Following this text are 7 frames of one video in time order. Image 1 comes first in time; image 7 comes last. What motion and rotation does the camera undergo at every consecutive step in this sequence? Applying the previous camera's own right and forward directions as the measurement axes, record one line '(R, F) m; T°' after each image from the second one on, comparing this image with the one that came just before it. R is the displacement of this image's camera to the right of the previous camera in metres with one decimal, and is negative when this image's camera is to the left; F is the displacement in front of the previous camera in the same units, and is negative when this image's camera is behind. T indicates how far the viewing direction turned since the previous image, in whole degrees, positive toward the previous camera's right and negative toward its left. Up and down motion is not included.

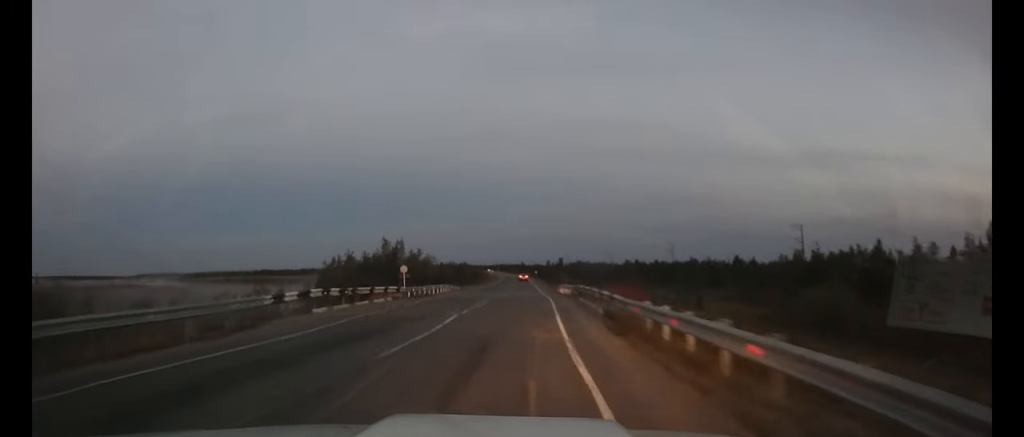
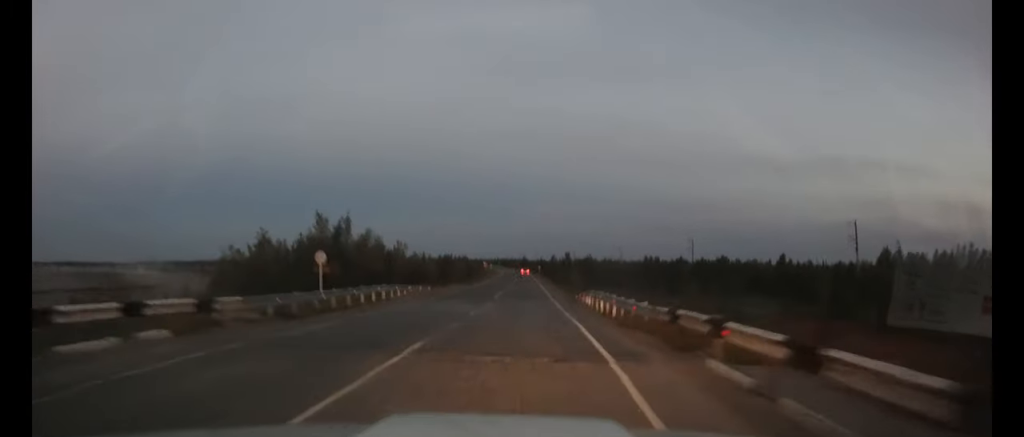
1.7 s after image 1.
(-0.7, +21.5) m; -3°
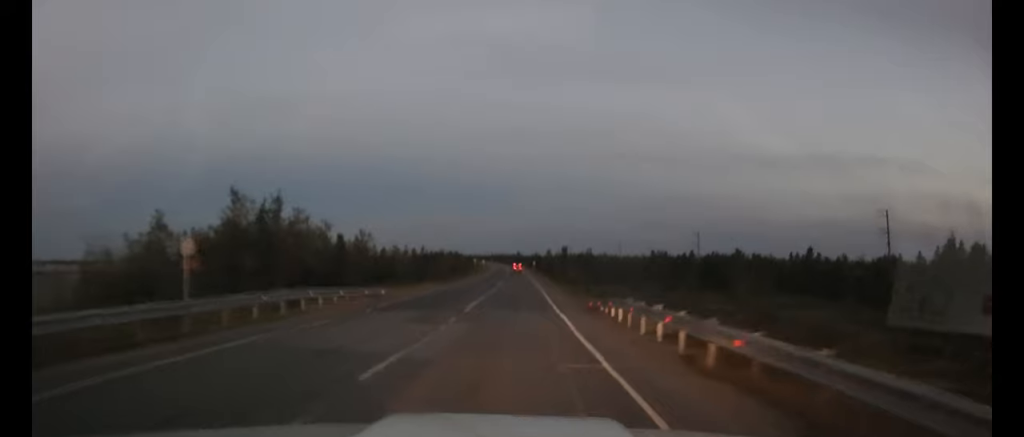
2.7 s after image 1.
(0.0, +12.0) m; 0°
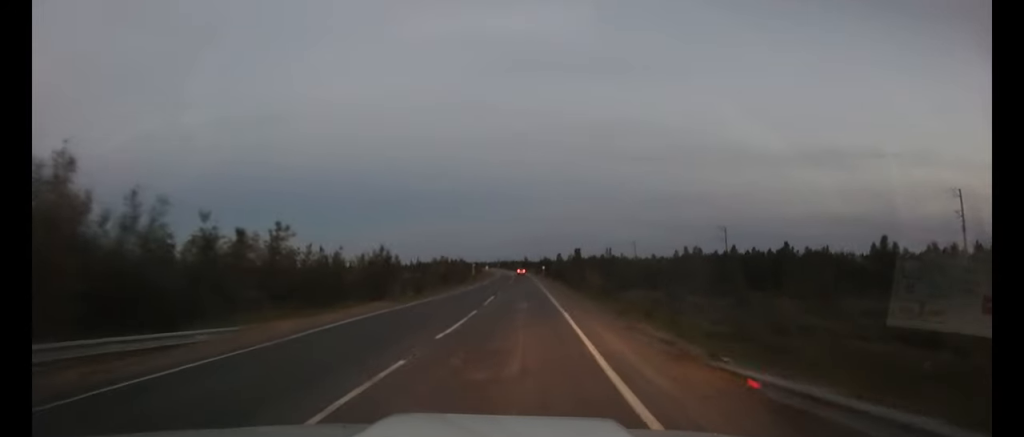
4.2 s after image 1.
(+0.1, +19.3) m; 0°
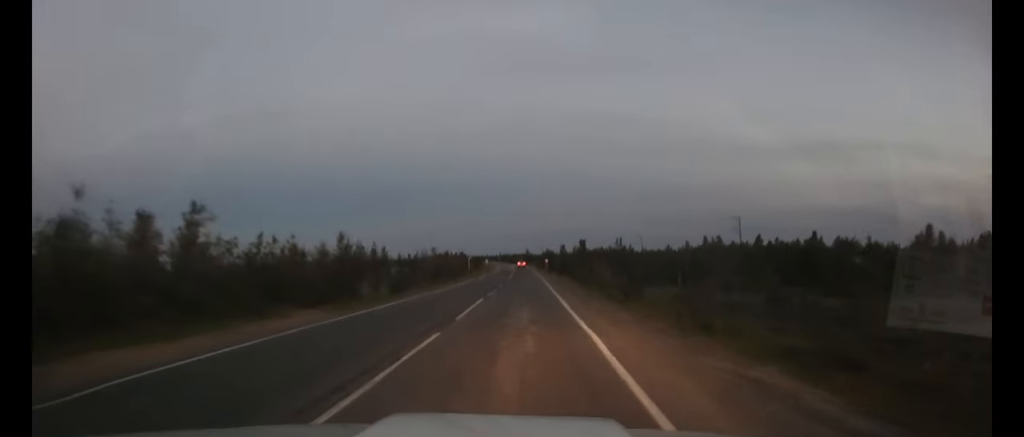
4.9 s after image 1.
(0.0, +9.5) m; 0°
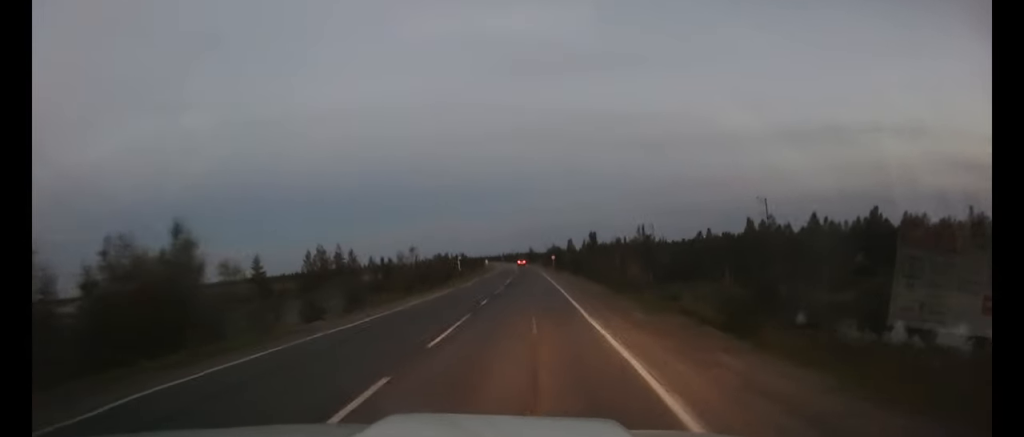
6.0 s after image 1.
(-0.1, +16.2) m; 0°
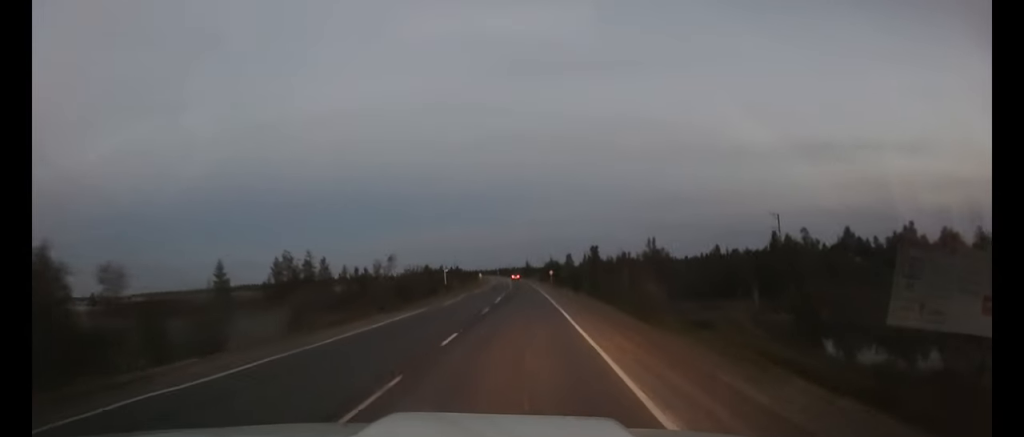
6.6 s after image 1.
(0.0, +8.0) m; 0°
